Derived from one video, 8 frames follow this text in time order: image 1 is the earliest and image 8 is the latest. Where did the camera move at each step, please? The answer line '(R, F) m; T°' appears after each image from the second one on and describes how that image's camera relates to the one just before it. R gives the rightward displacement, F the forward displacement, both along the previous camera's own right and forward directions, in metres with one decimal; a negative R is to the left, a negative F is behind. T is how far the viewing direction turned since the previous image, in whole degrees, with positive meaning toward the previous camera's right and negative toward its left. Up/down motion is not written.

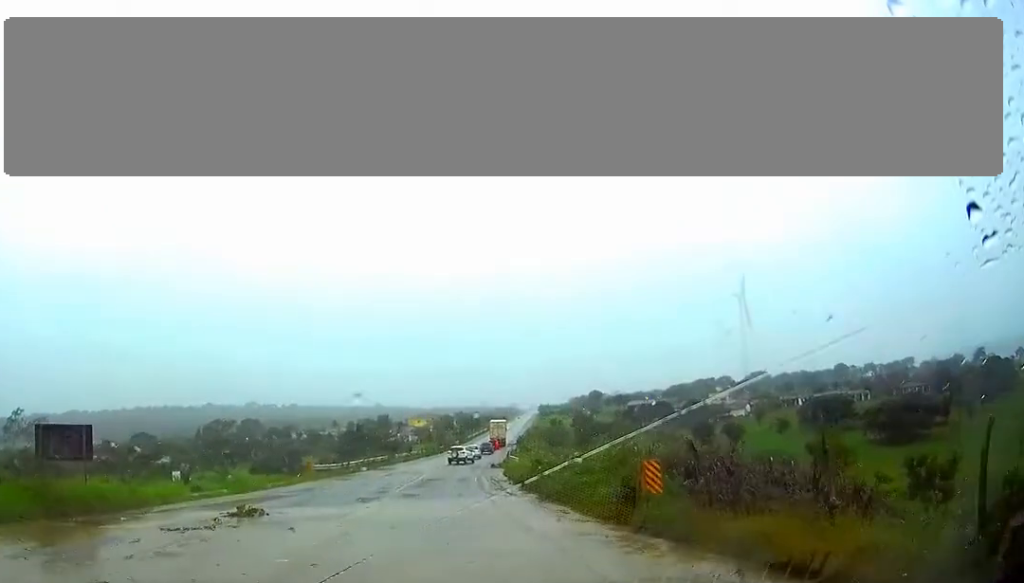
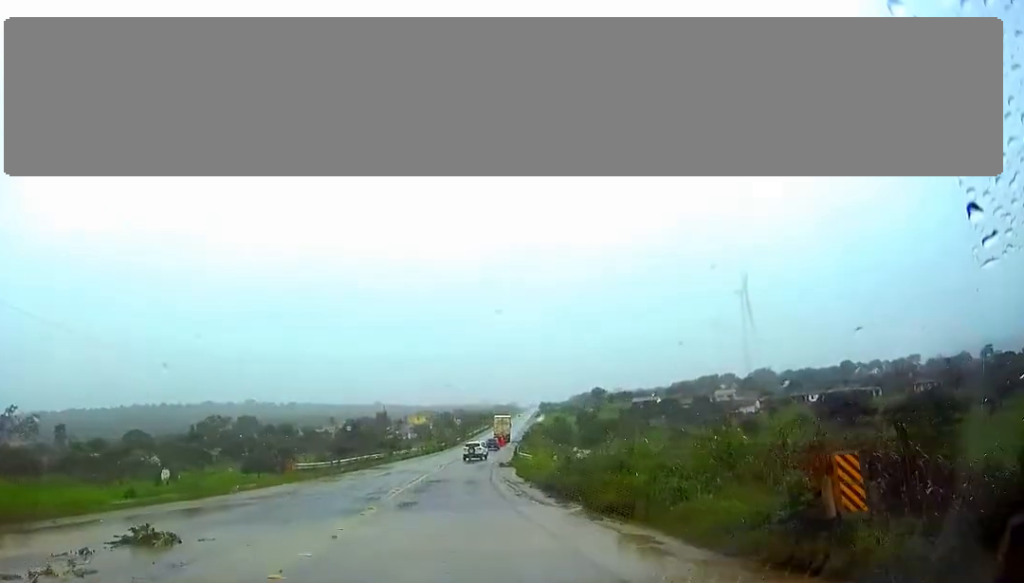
(0.0, +7.3) m; +1°
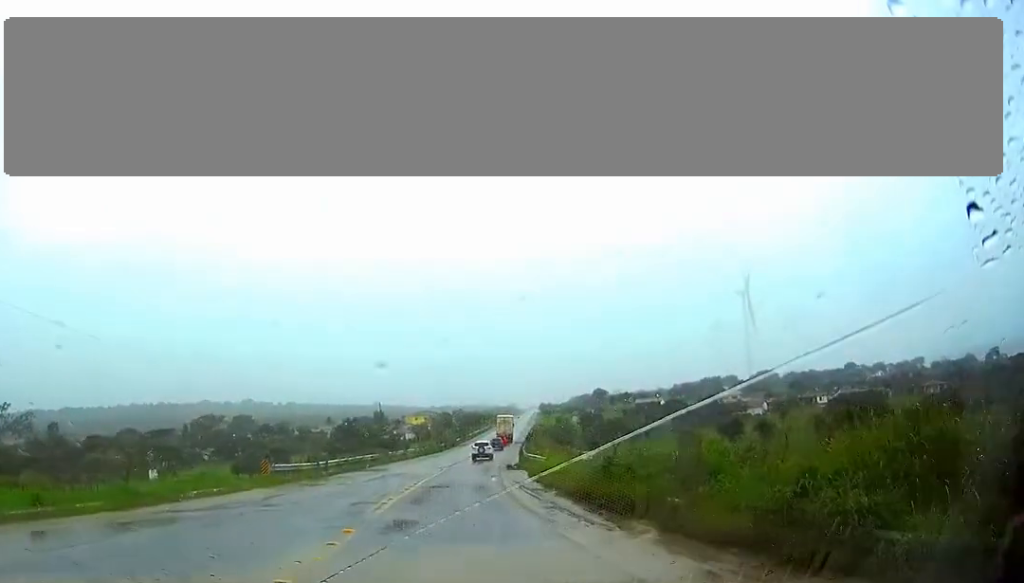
(+0.1, +6.1) m; 0°
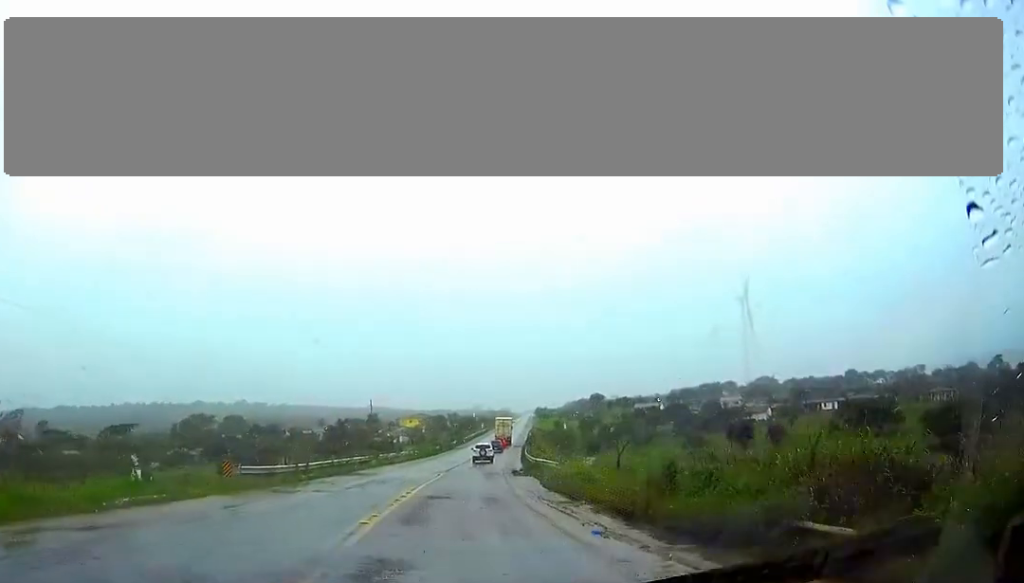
(-0.1, +6.1) m; 0°
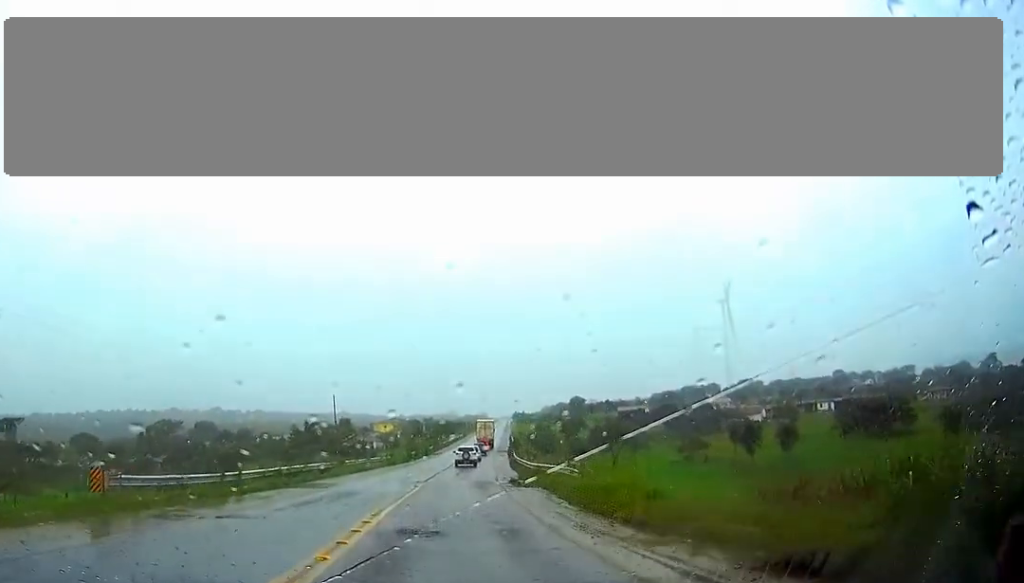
(0.0, +10.8) m; +1°
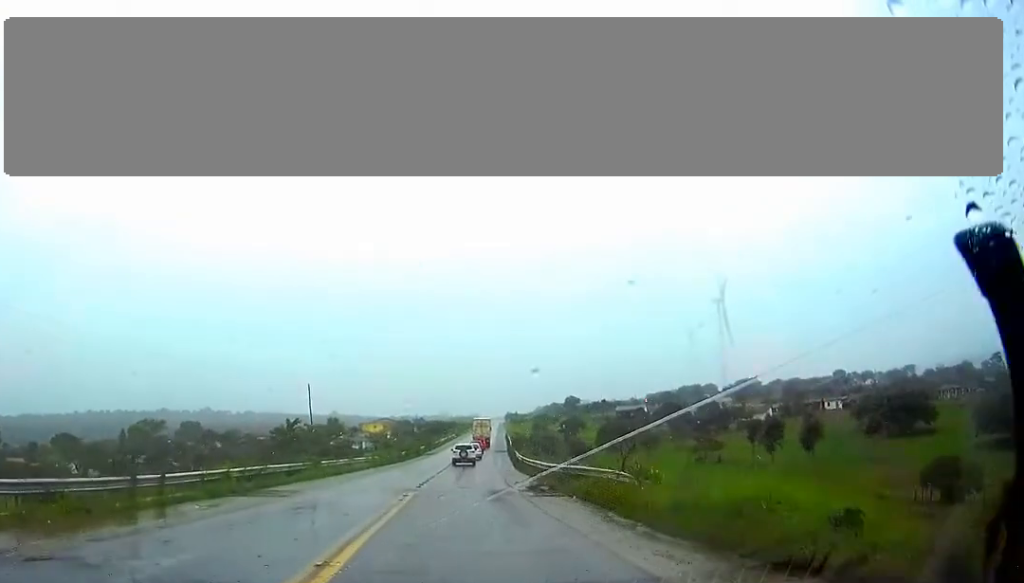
(+0.1, +8.9) m; +1°
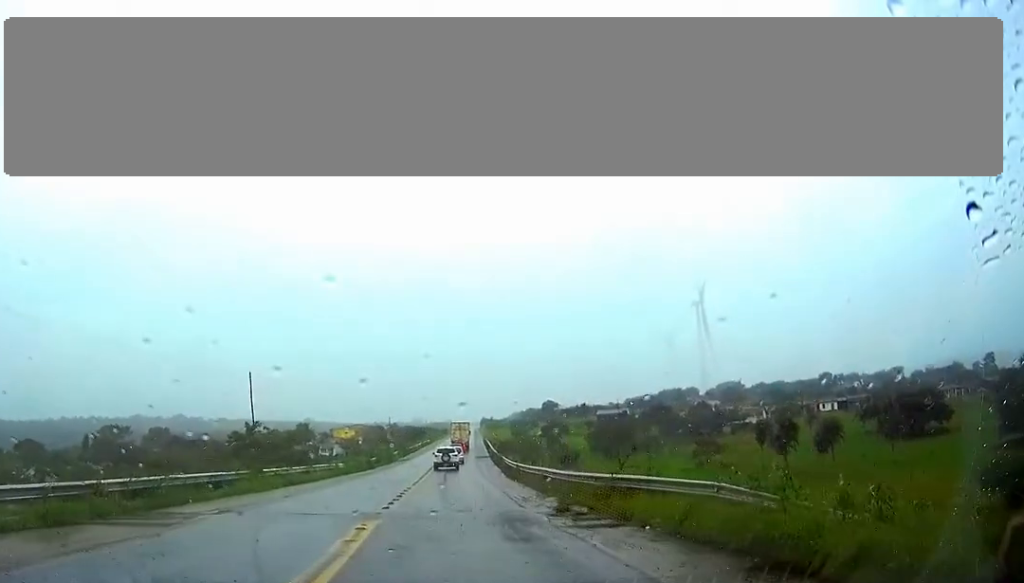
(0.0, +10.4) m; 0°
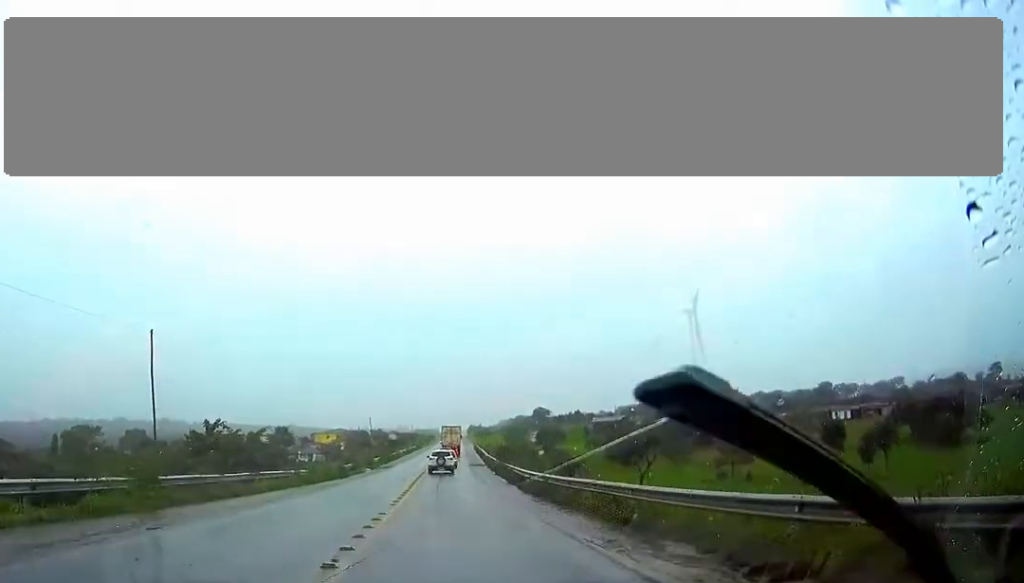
(+0.1, +13.7) m; +3°
